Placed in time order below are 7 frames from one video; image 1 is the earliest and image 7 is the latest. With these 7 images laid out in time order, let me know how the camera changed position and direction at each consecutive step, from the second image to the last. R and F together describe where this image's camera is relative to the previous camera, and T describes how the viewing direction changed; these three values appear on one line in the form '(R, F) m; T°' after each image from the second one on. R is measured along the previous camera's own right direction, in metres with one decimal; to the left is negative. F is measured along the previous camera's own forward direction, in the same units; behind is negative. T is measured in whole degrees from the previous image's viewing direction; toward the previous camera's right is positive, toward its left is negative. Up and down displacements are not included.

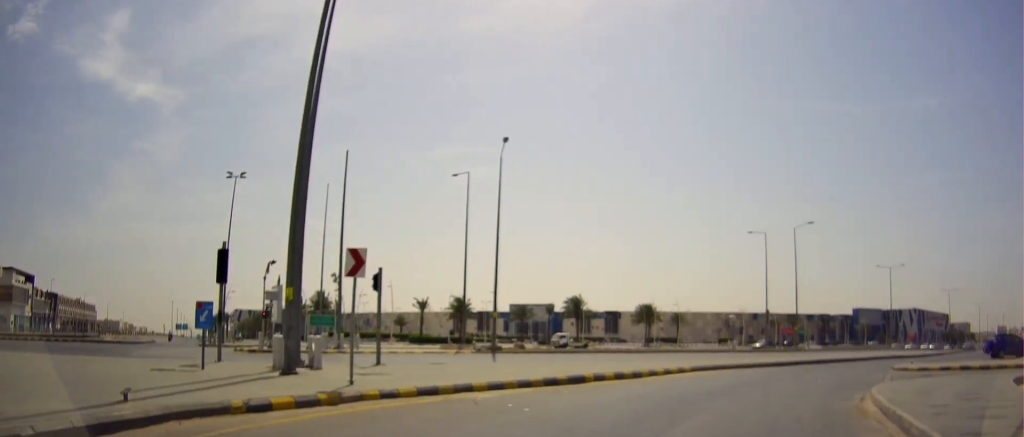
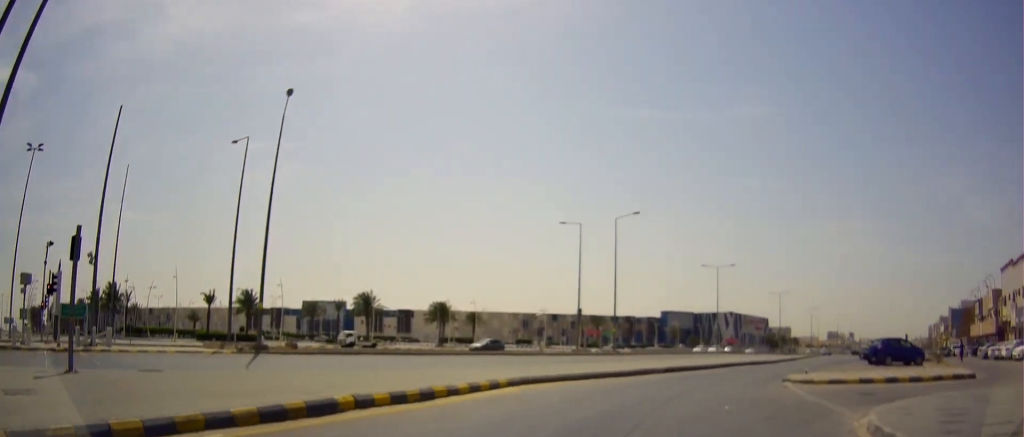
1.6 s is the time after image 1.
(+0.6, +6.8) m; +23°
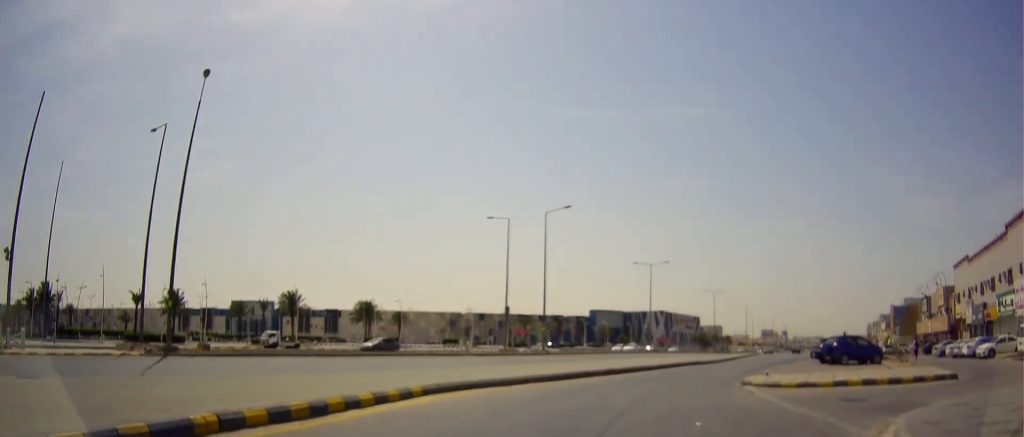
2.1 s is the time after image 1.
(+0.5, +2.4) m; +7°
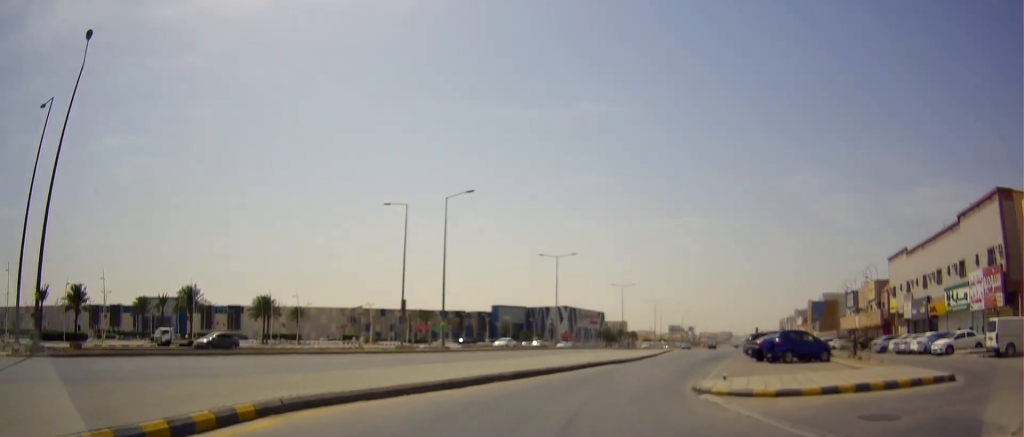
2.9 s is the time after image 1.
(+0.5, +4.0) m; +7°
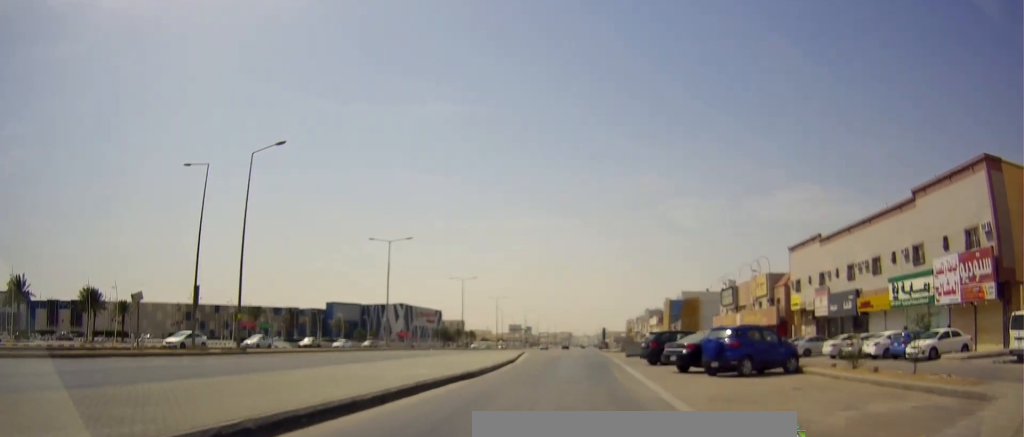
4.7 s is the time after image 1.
(+0.3, +10.9) m; +15°
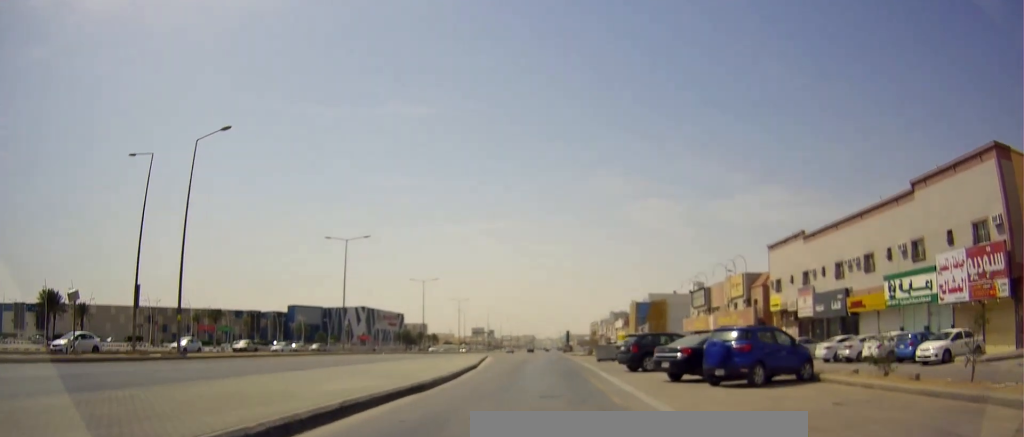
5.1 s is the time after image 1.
(+0.6, +3.3) m; +4°
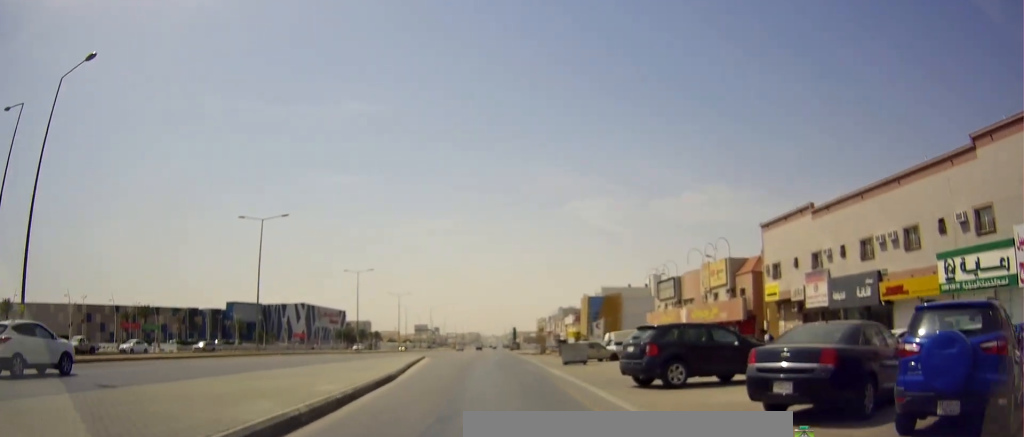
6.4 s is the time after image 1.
(+0.6, +9.8) m; +4°
